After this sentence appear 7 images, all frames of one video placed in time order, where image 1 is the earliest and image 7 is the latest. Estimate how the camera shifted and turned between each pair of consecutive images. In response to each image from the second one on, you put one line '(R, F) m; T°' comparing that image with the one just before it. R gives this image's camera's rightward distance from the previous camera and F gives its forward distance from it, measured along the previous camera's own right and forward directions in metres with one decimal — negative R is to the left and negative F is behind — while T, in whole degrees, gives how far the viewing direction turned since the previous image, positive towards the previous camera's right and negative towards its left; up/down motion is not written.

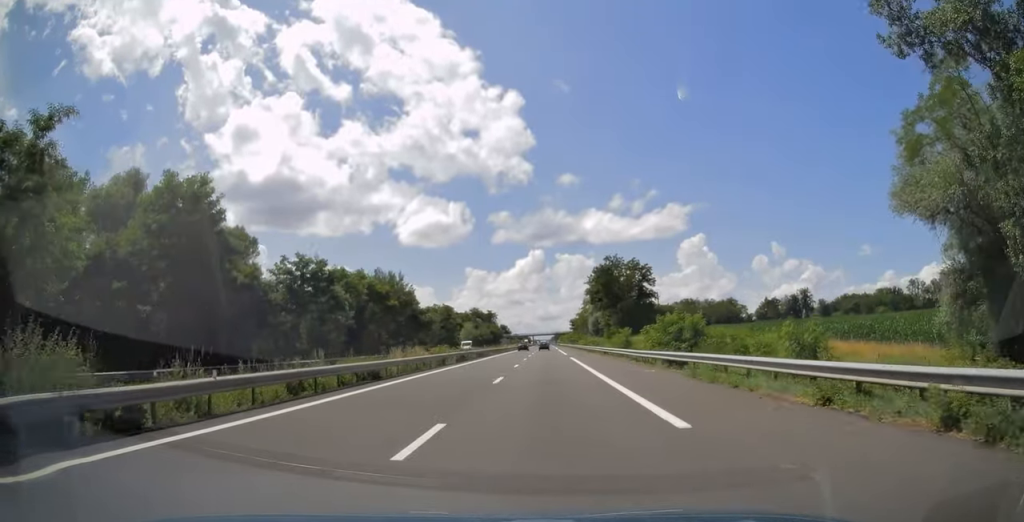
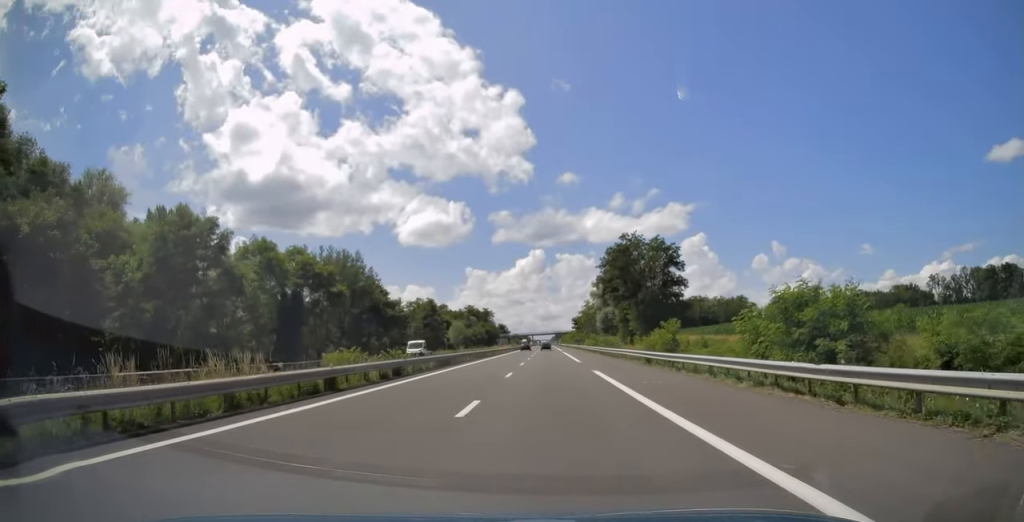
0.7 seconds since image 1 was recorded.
(0.0, +21.5) m; 0°
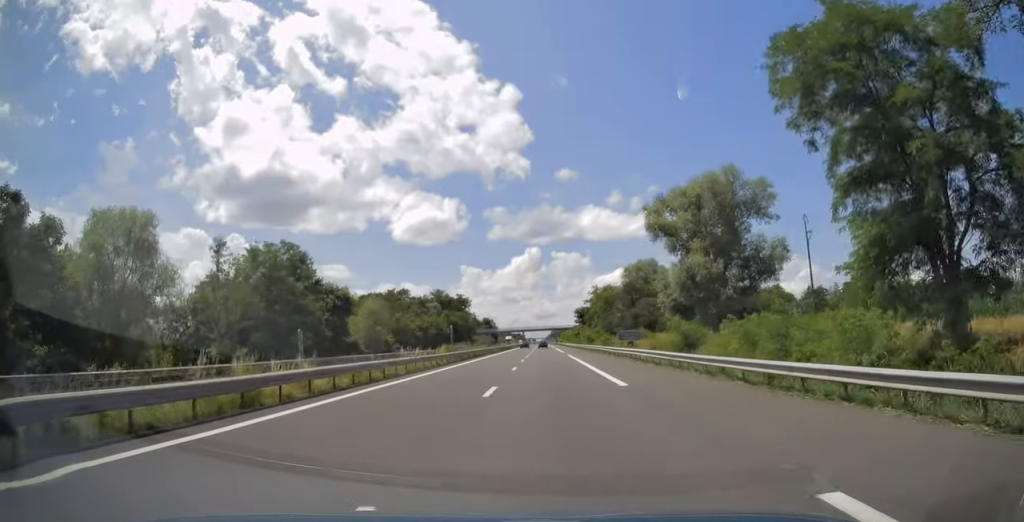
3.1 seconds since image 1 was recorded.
(-0.1, +73.3) m; 0°
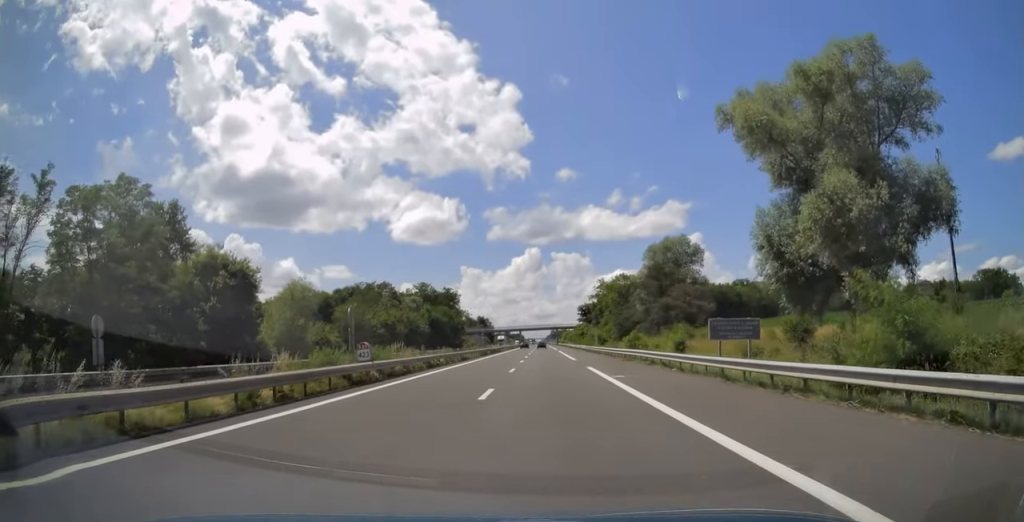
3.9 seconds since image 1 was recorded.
(0.0, +26.1) m; 0°
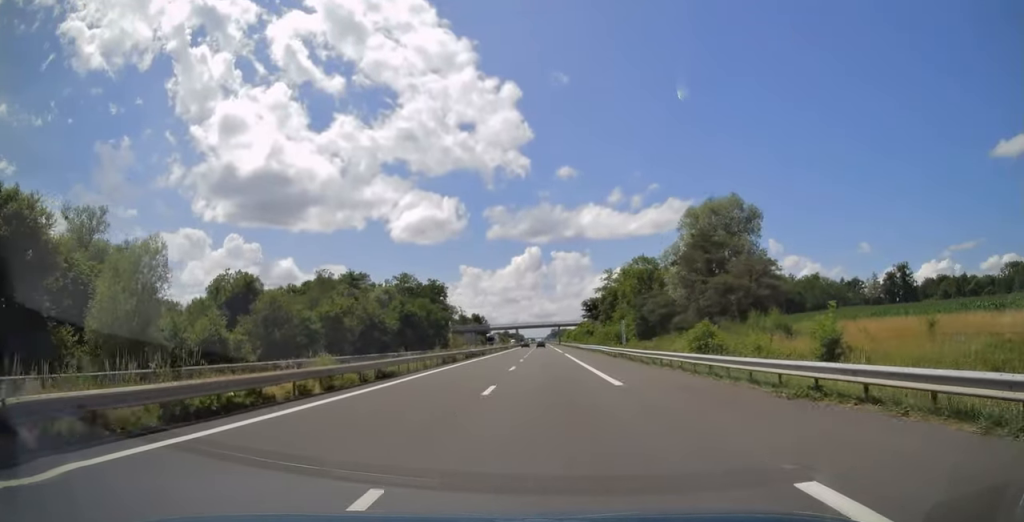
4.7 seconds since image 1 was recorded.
(0.0, +24.6) m; 0°
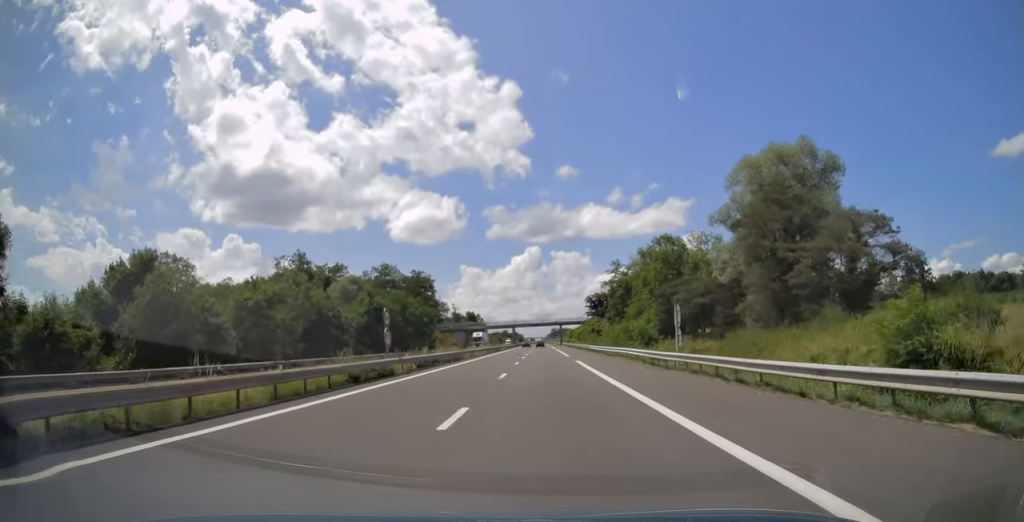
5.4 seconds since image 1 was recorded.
(0.0, +19.0) m; 0°
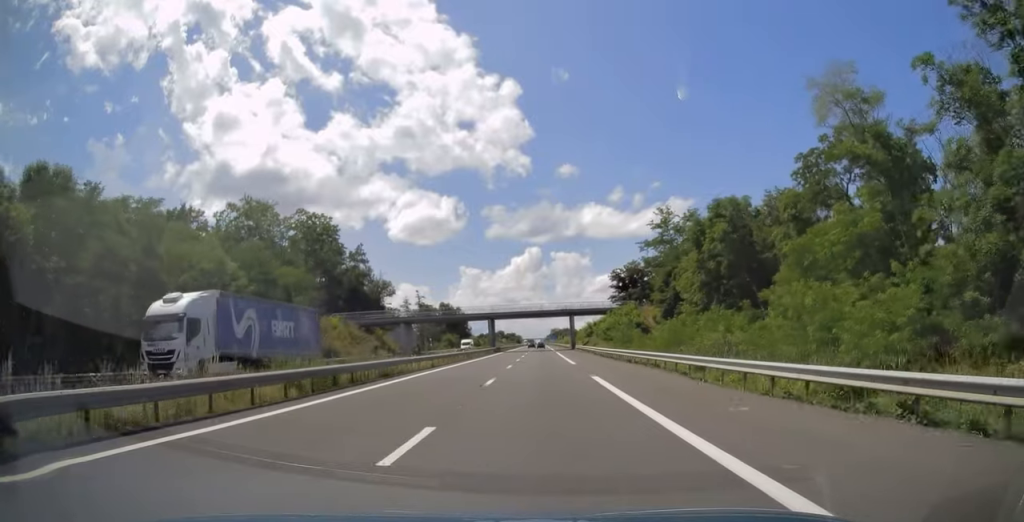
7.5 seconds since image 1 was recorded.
(0.0, +66.7) m; 0°
